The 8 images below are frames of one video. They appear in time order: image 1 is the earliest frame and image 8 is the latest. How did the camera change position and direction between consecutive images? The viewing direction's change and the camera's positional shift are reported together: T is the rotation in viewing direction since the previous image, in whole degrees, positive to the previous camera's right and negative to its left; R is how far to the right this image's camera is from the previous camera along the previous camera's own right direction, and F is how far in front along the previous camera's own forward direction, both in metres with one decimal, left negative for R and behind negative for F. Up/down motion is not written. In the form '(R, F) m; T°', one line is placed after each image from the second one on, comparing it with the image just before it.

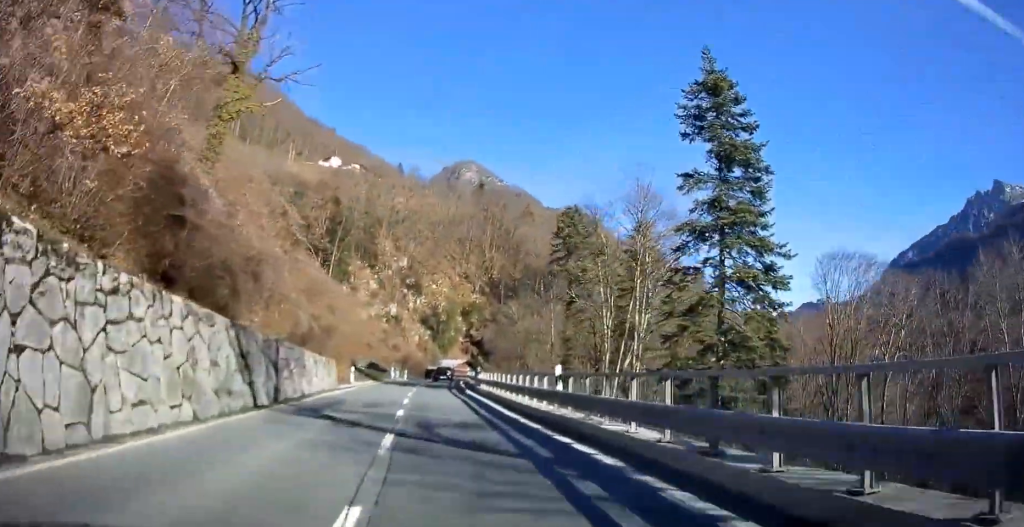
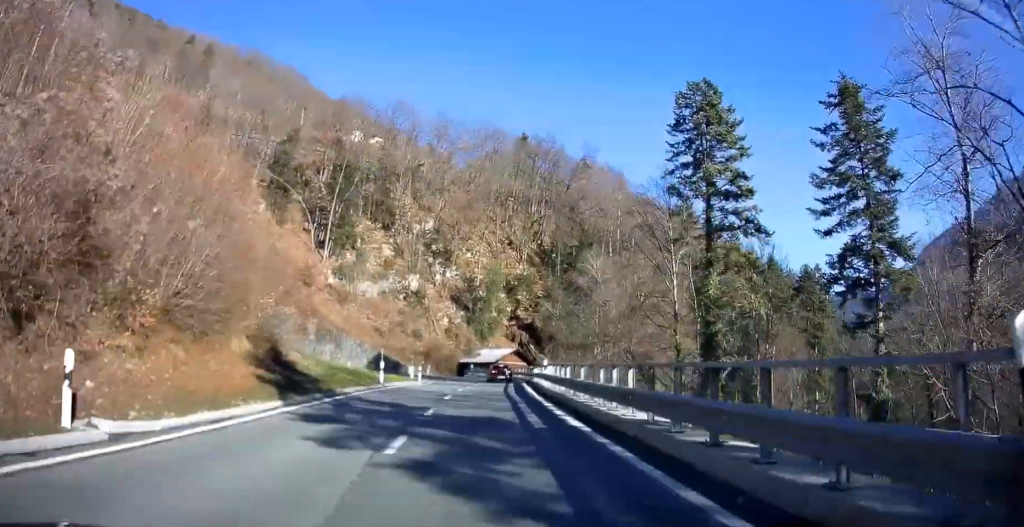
(-2.5, +31.1) m; -5°
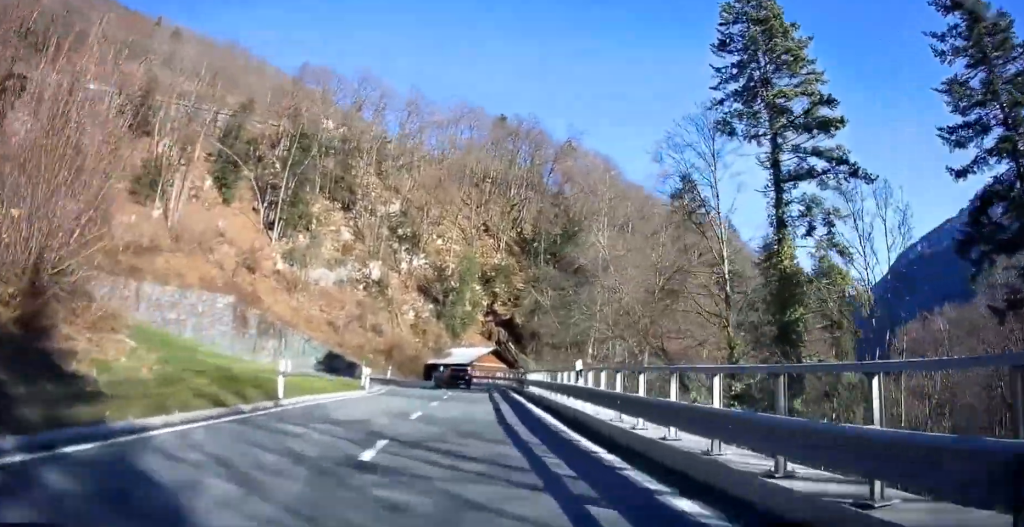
(+0.1, +12.7) m; +1°
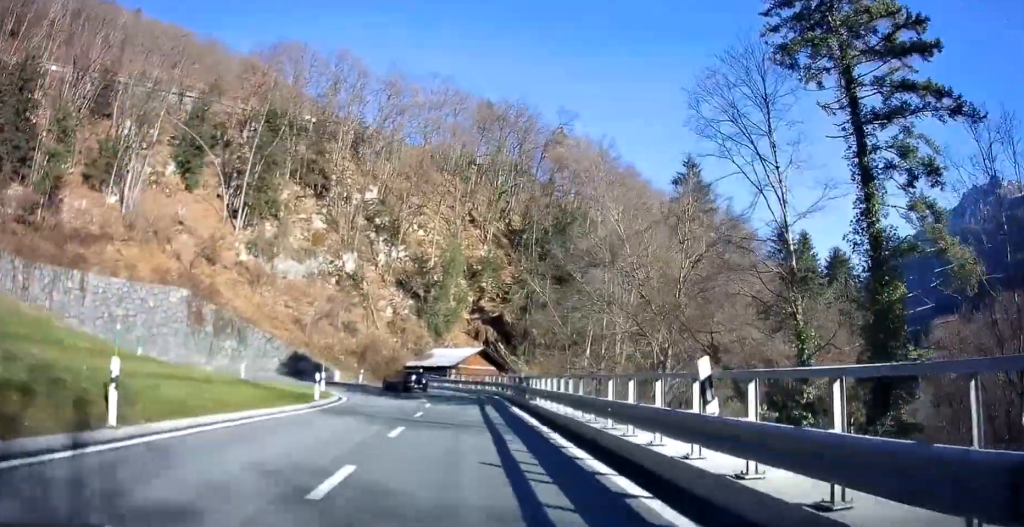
(+0.1, +8.2) m; +1°
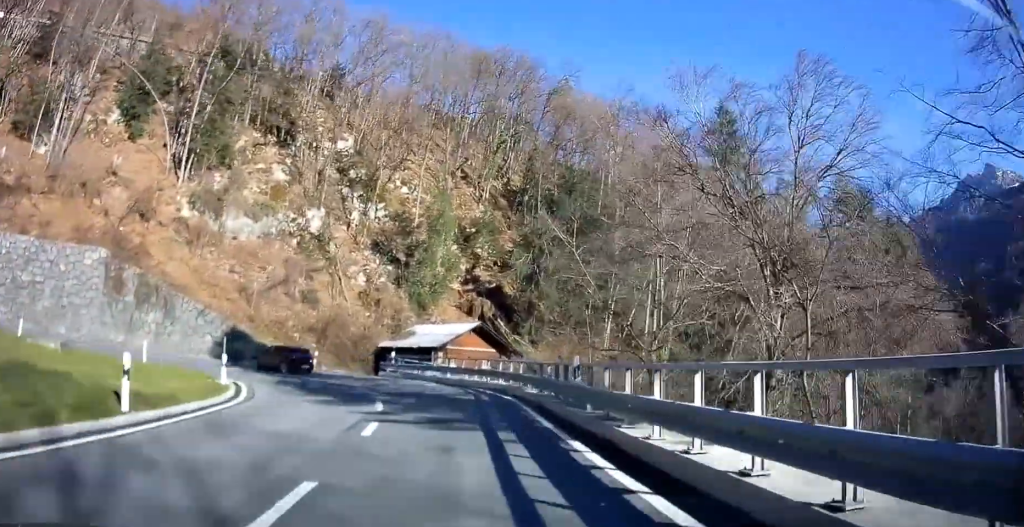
(-0.1, +13.8) m; +1°
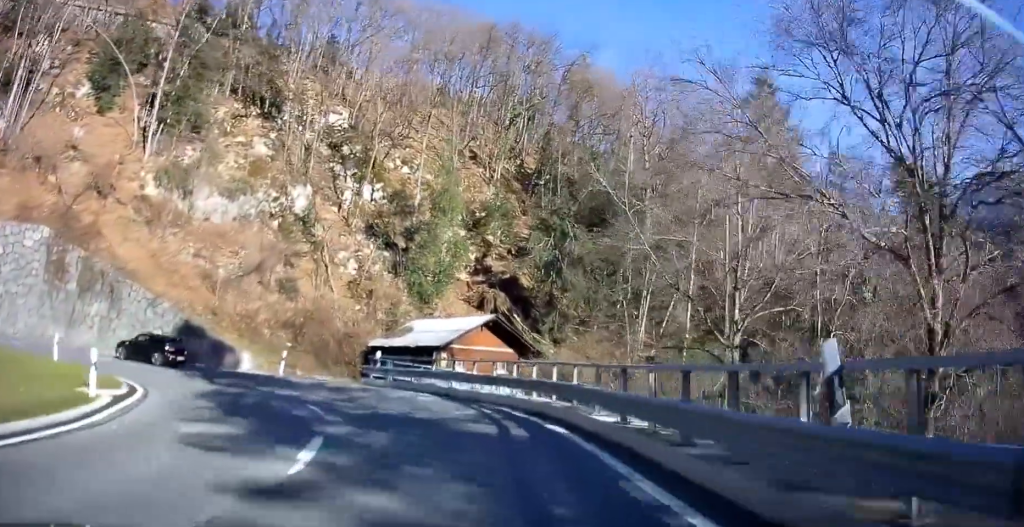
(+0.2, +8.6) m; -1°
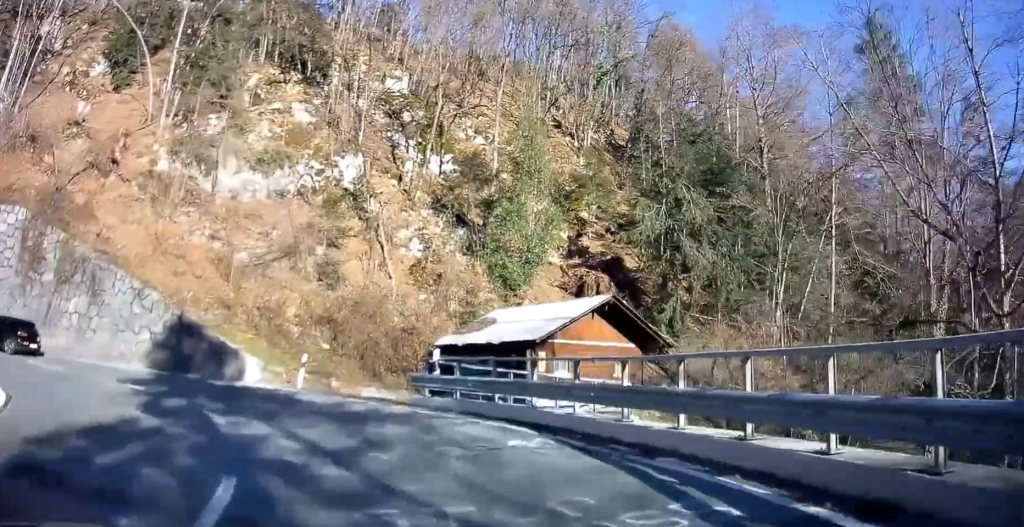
(-0.3, +10.1) m; -8°
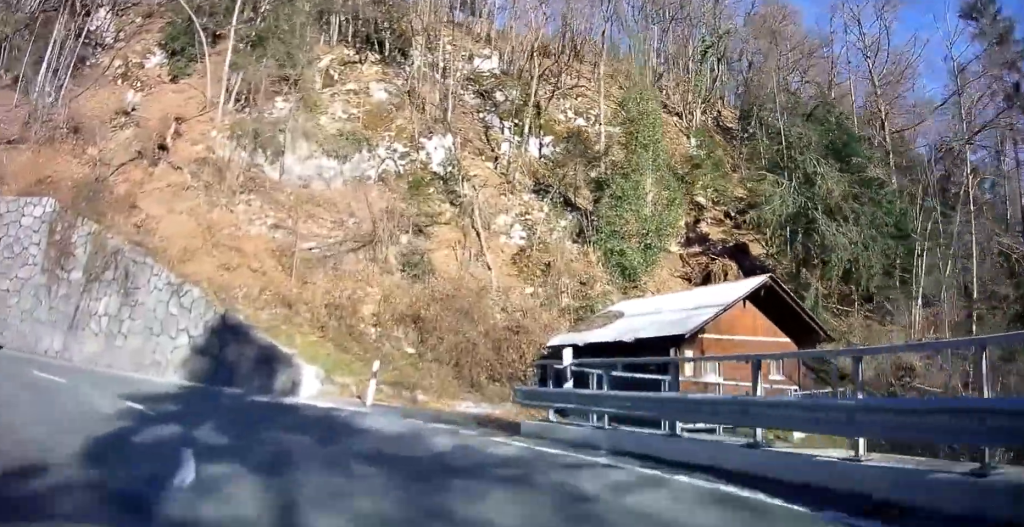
(-0.3, +5.4) m; -9°
